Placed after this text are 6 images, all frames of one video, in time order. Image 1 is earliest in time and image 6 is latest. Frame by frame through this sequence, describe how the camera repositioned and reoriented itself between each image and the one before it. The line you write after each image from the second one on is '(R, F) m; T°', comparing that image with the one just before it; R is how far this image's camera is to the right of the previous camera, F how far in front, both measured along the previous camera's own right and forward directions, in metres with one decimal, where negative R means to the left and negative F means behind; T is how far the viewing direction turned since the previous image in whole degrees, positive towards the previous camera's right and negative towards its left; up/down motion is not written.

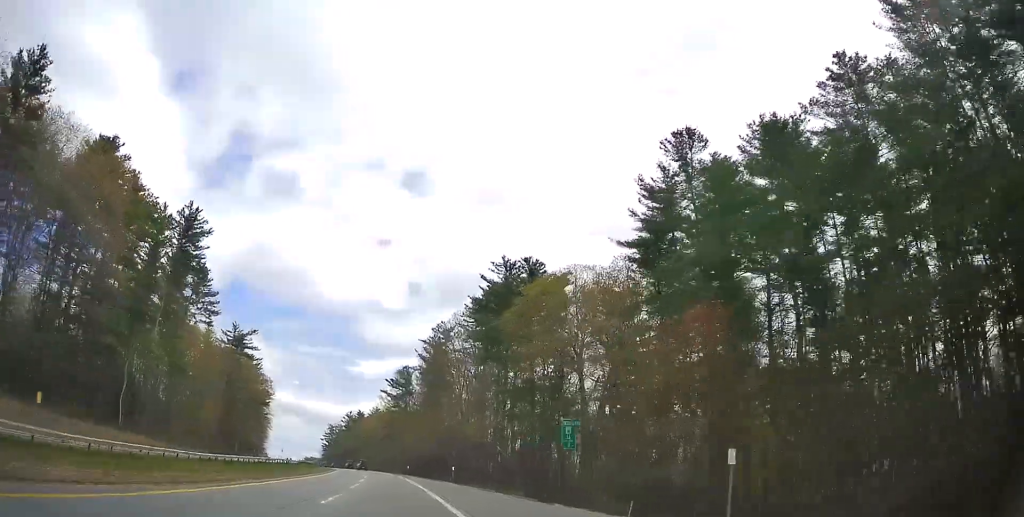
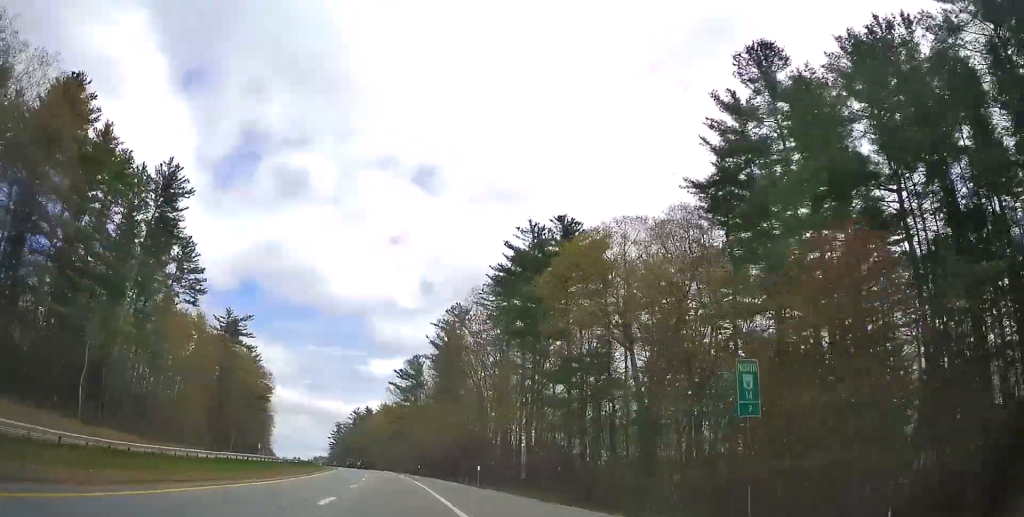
(-0.1, +13.2) m; 0°
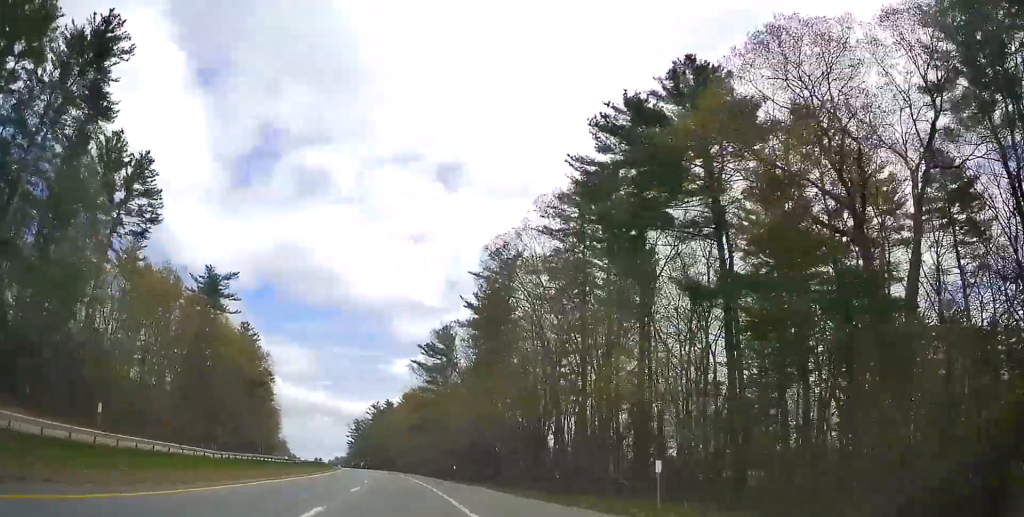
(0.0, +28.9) m; -1°
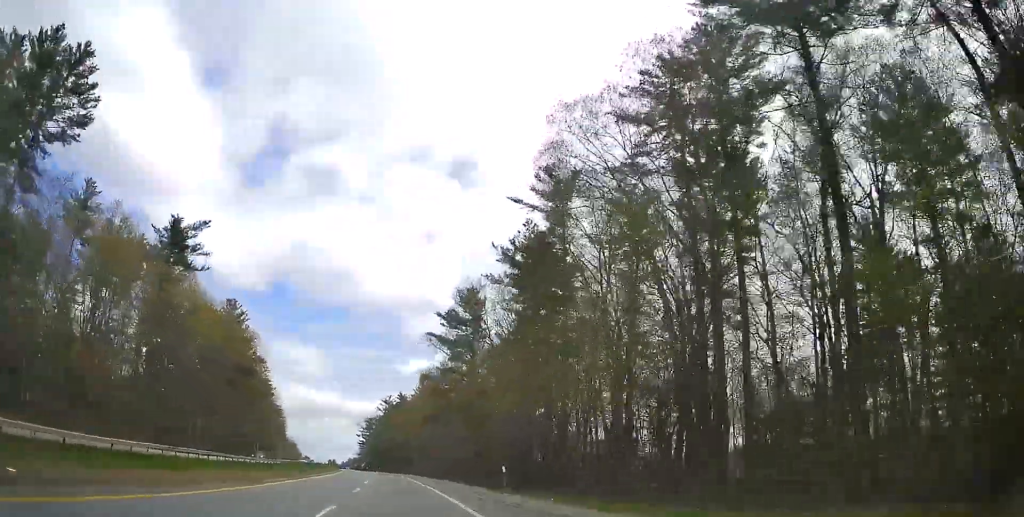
(-0.4, +22.7) m; -1°
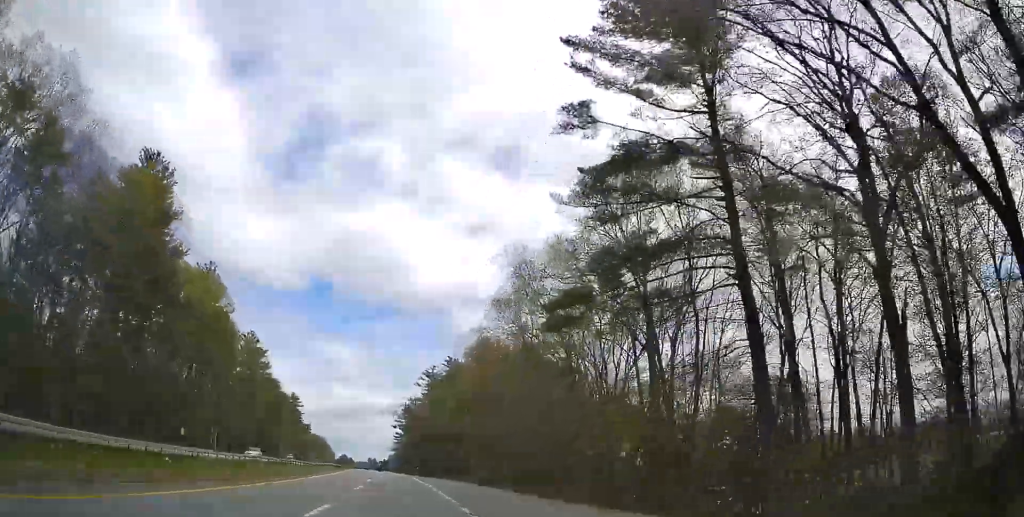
(-1.5, +60.6) m; -3°
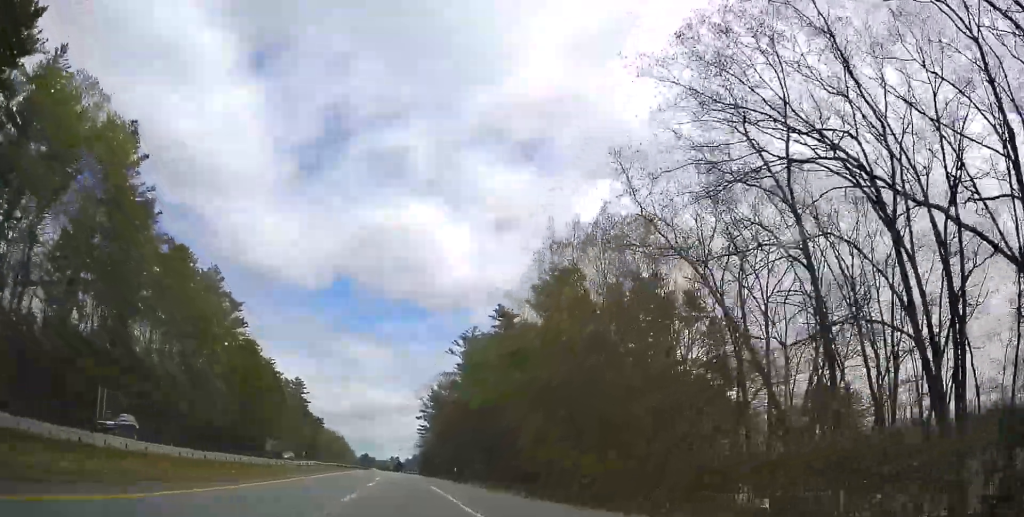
(-0.5, +42.7) m; -3°
